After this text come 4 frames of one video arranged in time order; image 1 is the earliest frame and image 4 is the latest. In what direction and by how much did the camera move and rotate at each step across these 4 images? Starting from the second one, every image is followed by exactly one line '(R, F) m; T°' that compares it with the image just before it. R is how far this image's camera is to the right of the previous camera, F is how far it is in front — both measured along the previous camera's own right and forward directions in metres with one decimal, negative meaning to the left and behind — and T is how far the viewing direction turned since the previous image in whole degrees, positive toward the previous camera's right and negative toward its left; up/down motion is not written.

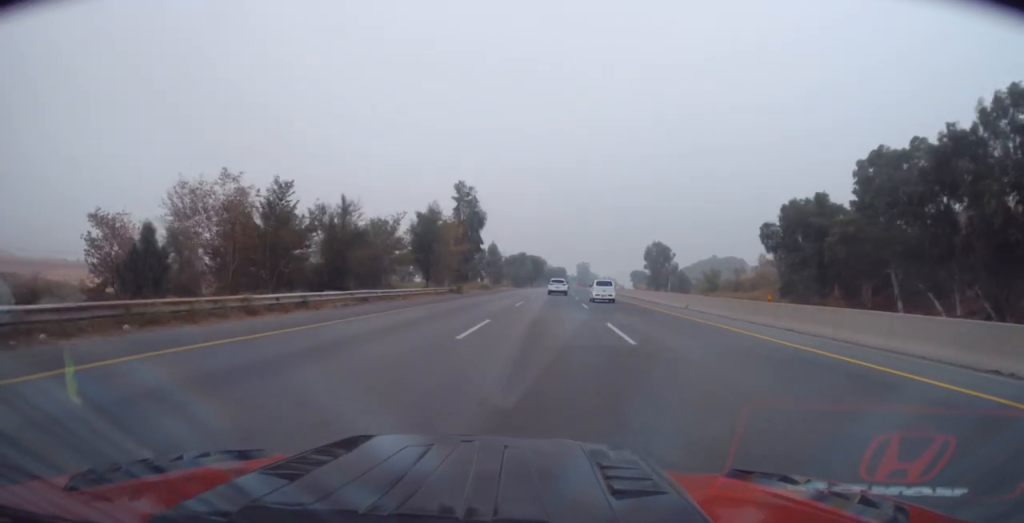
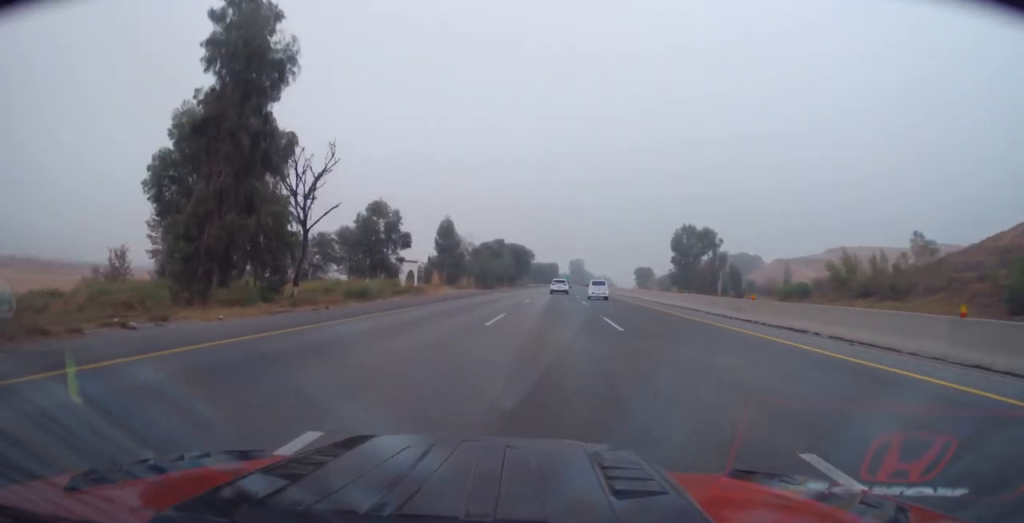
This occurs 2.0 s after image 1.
(+0.6, +50.2) m; +2°
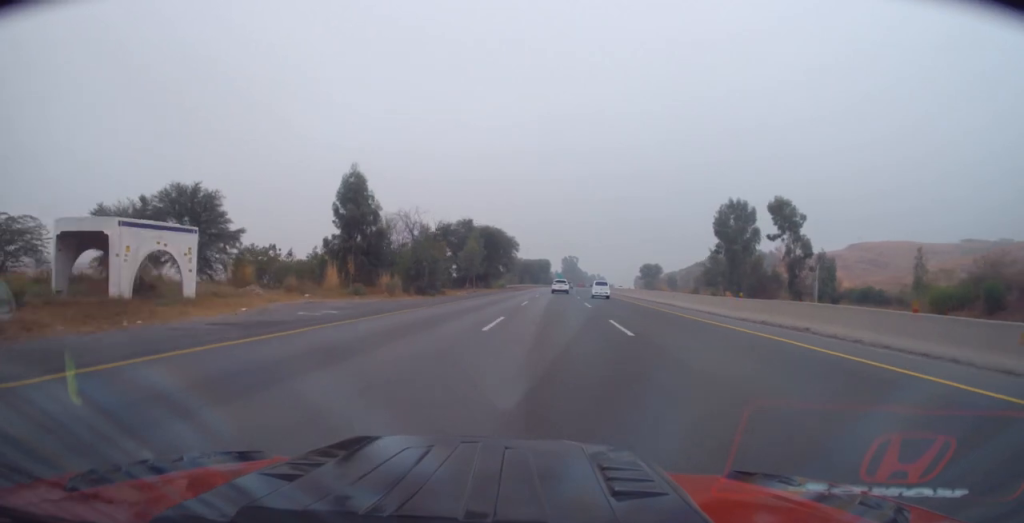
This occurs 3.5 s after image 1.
(+0.3, +37.6) m; 0°
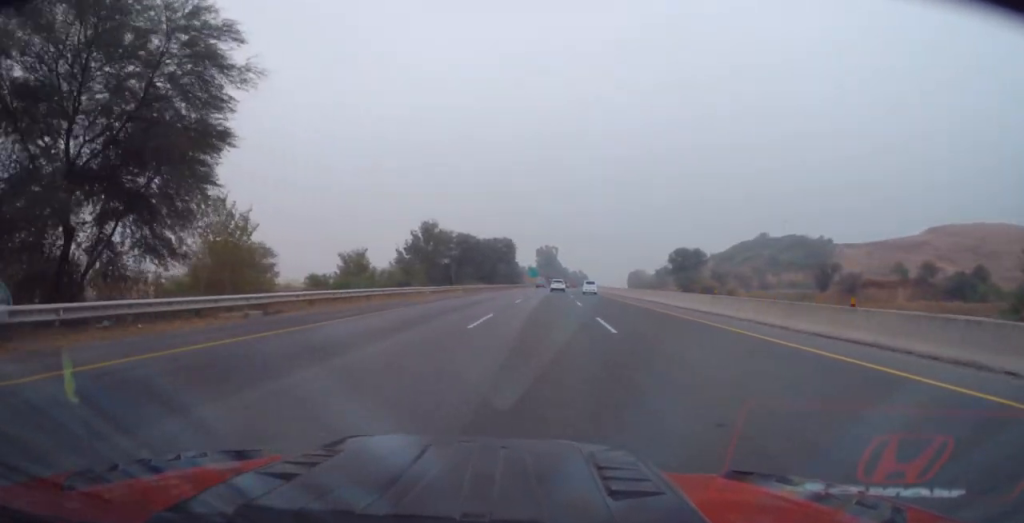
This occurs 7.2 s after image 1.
(+1.8, +89.2) m; +2°
